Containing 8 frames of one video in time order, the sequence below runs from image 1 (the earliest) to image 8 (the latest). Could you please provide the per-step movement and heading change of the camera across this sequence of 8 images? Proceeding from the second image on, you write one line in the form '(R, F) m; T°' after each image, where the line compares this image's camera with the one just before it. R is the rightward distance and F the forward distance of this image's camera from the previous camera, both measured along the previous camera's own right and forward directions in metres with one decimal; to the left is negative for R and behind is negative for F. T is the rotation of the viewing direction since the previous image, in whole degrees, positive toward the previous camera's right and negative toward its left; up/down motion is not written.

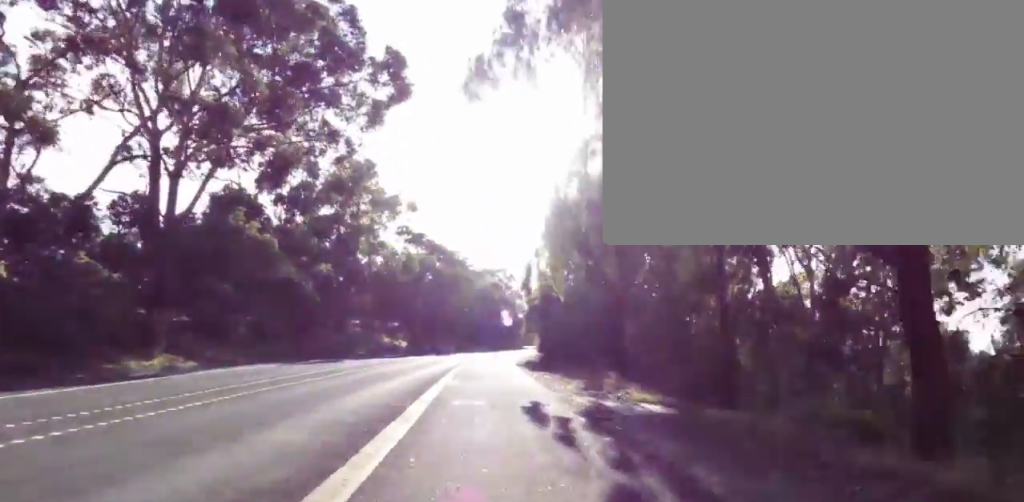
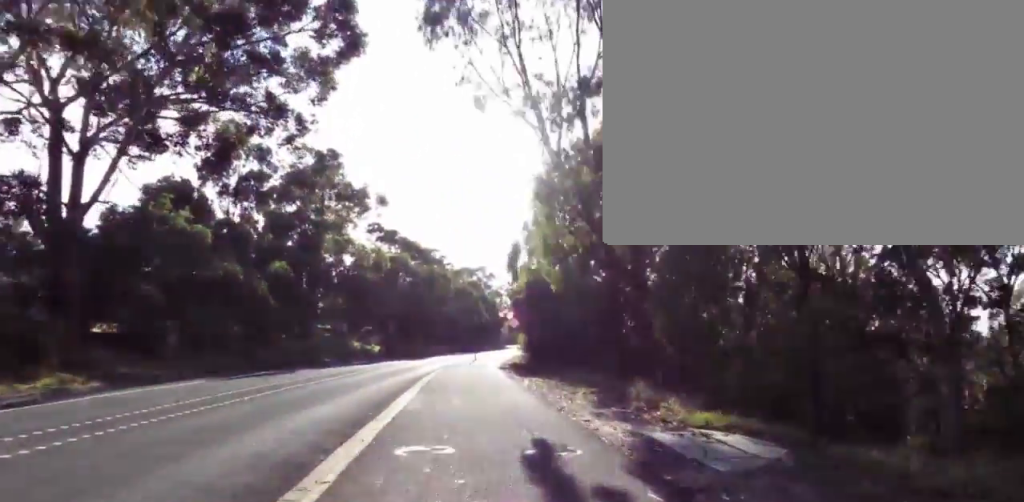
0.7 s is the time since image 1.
(+0.7, +4.2) m; 0°
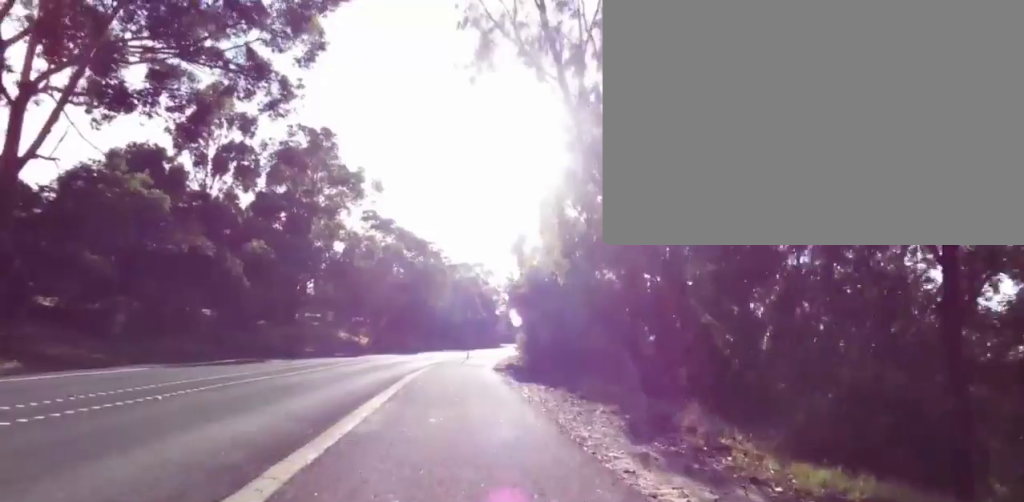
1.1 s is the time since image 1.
(-0.4, +2.7) m; -5°
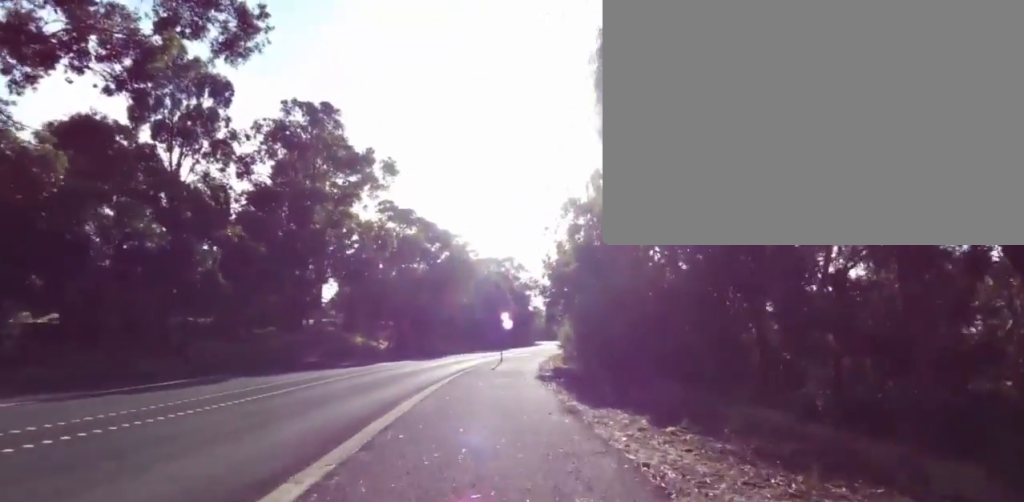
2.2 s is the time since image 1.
(-0.8, +6.5) m; -8°
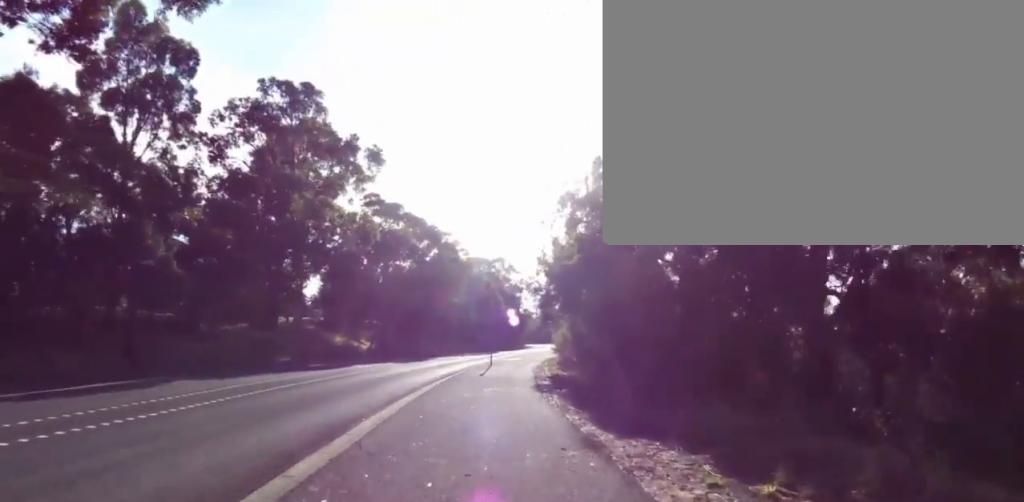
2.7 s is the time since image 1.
(0.0, +2.6) m; 0°
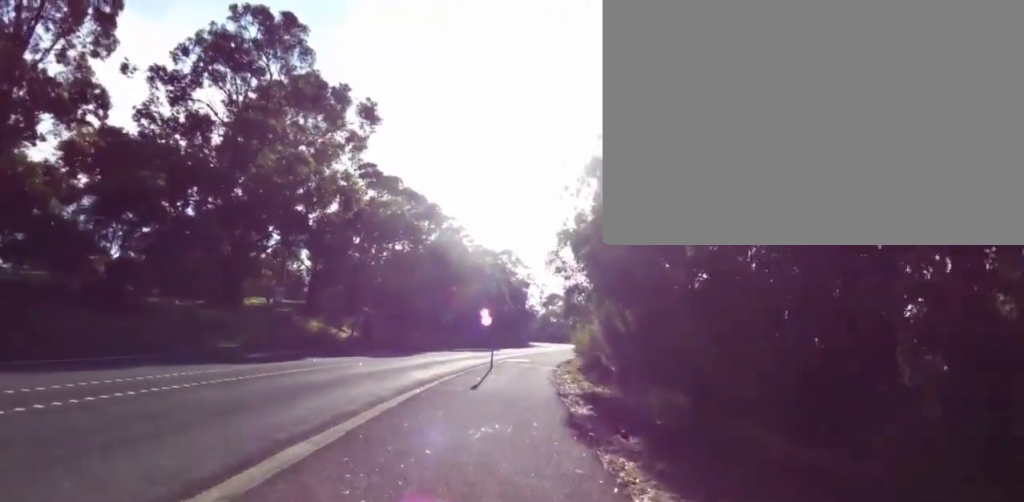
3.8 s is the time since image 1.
(0.0, +6.8) m; 0°
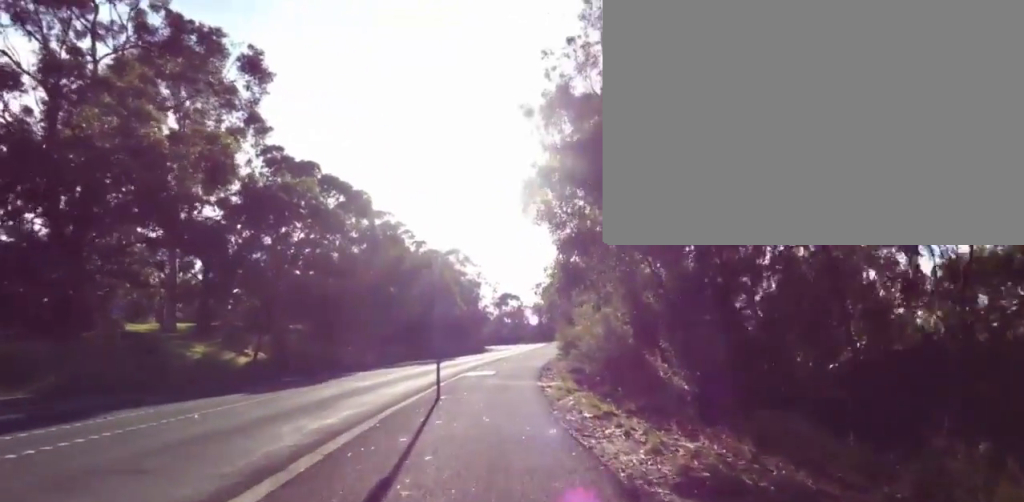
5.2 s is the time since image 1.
(0.0, +7.9) m; 0°
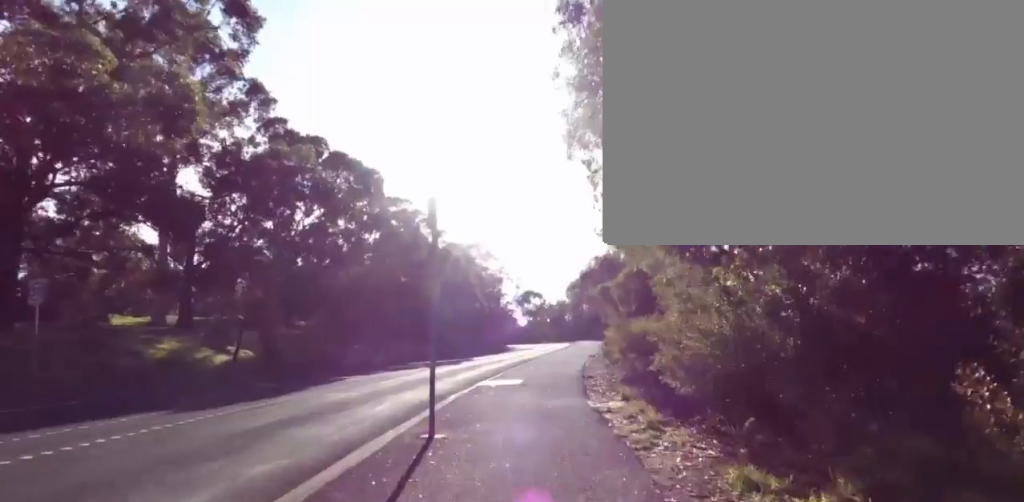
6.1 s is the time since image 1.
(0.0, +4.8) m; 0°
